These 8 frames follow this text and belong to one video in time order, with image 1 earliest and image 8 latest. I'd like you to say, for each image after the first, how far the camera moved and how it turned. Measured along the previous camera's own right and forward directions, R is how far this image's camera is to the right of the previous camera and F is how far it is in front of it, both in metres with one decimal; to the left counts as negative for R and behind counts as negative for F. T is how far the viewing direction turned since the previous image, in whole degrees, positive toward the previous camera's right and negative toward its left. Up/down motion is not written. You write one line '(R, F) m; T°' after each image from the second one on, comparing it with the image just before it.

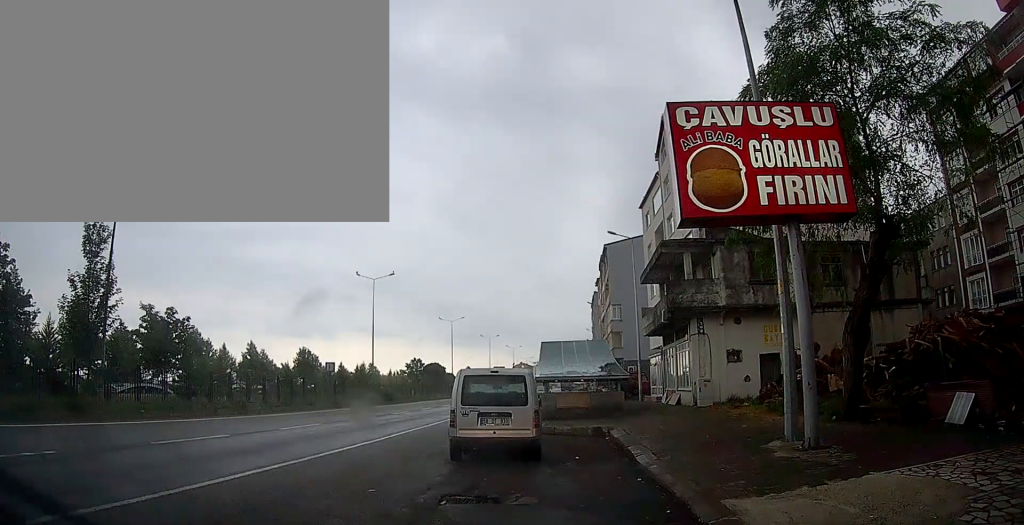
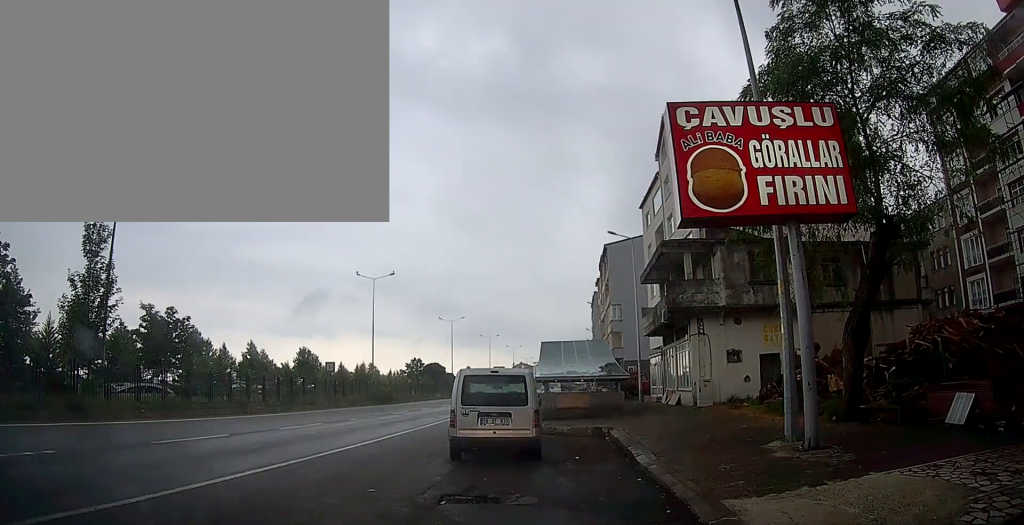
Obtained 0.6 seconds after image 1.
(0.0, 0.0) m; 0°
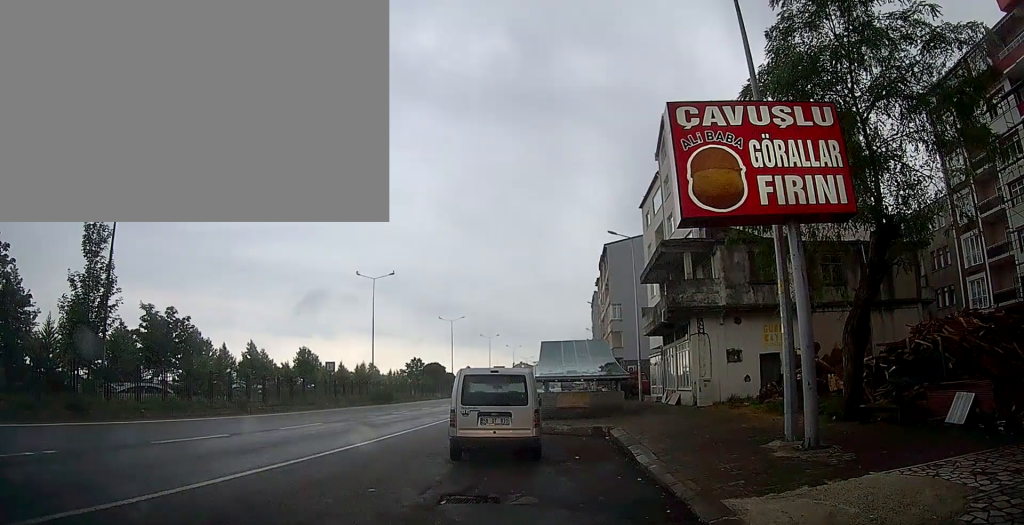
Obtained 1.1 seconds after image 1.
(0.0, 0.0) m; 0°
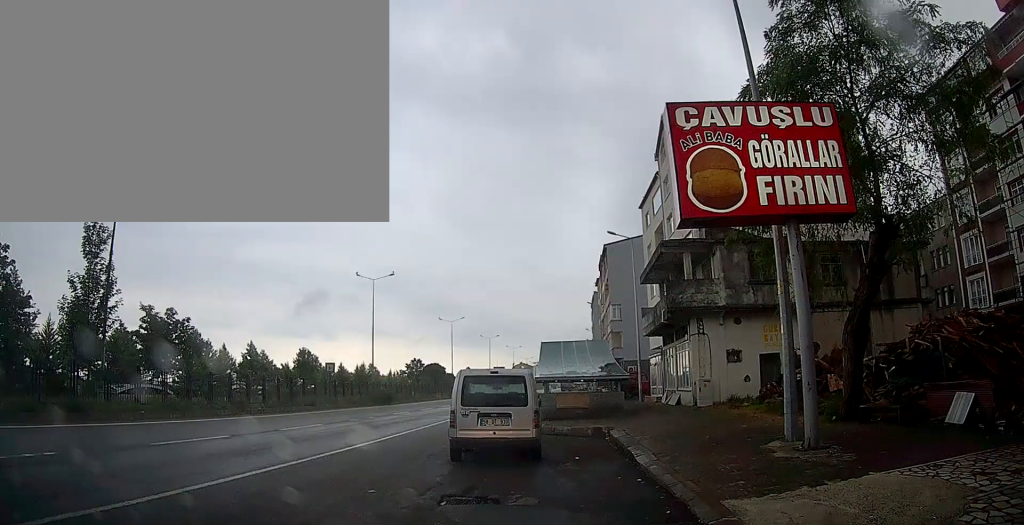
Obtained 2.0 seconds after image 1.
(+0.1, +0.2) m; 0°
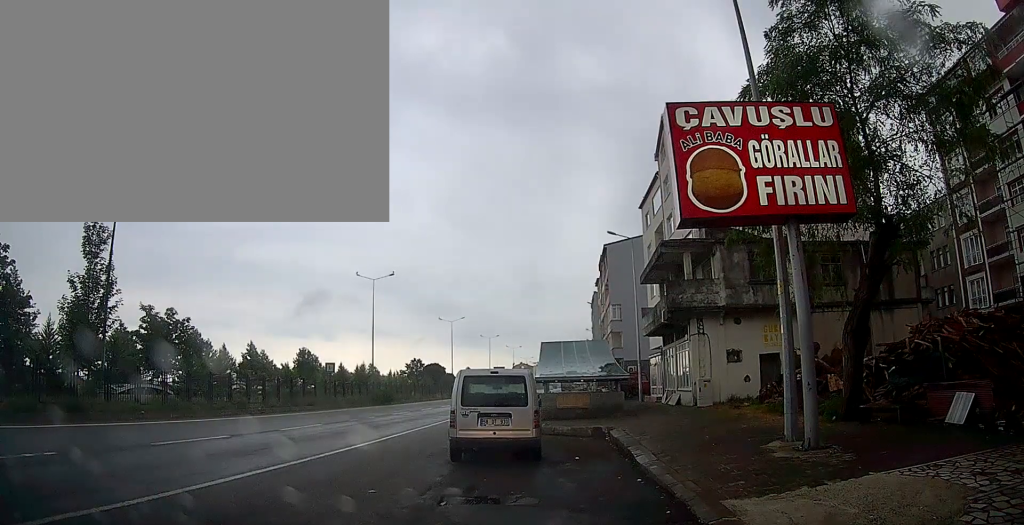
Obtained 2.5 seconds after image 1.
(0.0, 0.0) m; 0°
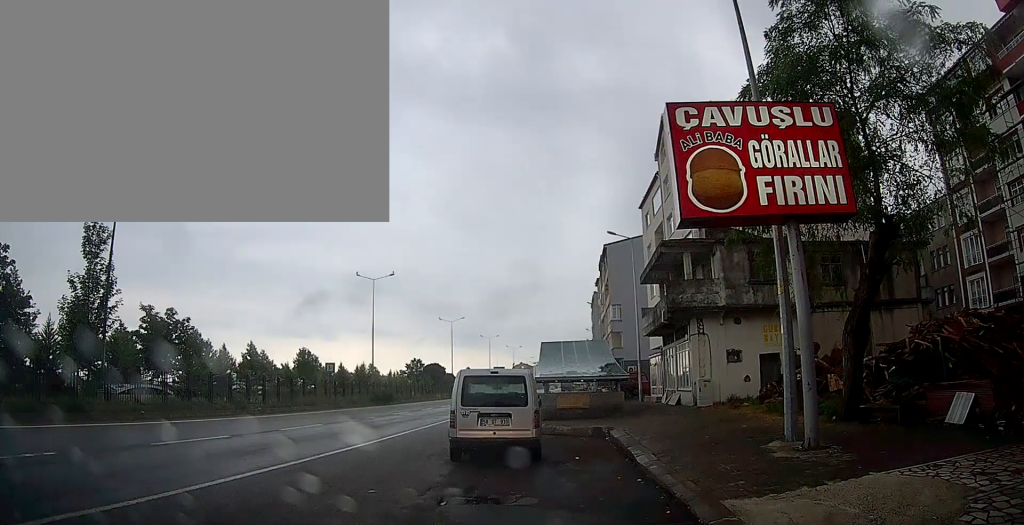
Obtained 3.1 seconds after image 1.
(0.0, 0.0) m; 0°
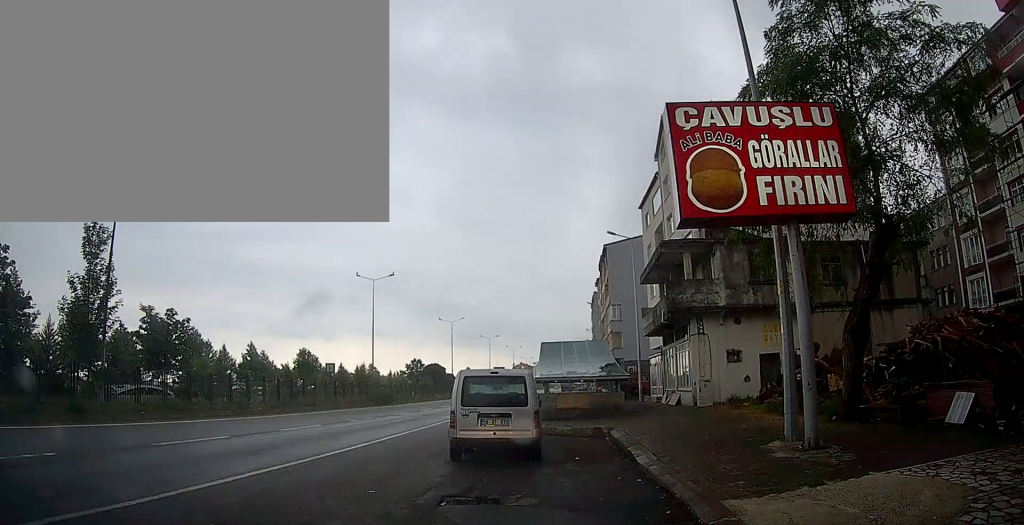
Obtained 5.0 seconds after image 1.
(0.0, 0.0) m; 0°
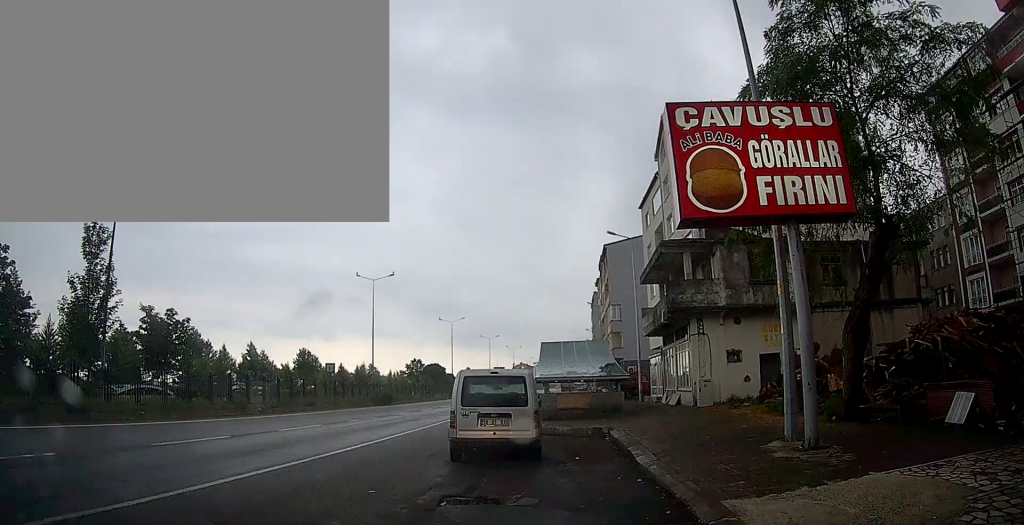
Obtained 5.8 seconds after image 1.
(0.0, 0.0) m; 0°
